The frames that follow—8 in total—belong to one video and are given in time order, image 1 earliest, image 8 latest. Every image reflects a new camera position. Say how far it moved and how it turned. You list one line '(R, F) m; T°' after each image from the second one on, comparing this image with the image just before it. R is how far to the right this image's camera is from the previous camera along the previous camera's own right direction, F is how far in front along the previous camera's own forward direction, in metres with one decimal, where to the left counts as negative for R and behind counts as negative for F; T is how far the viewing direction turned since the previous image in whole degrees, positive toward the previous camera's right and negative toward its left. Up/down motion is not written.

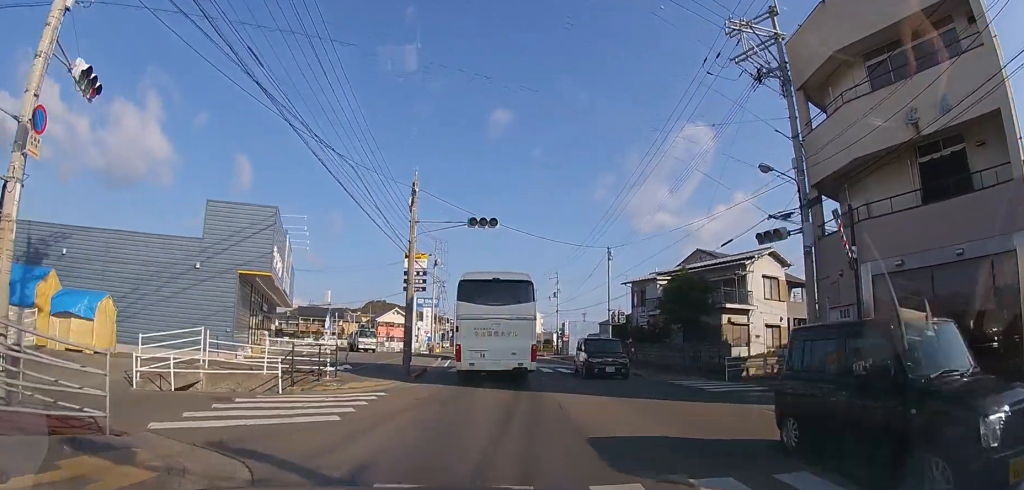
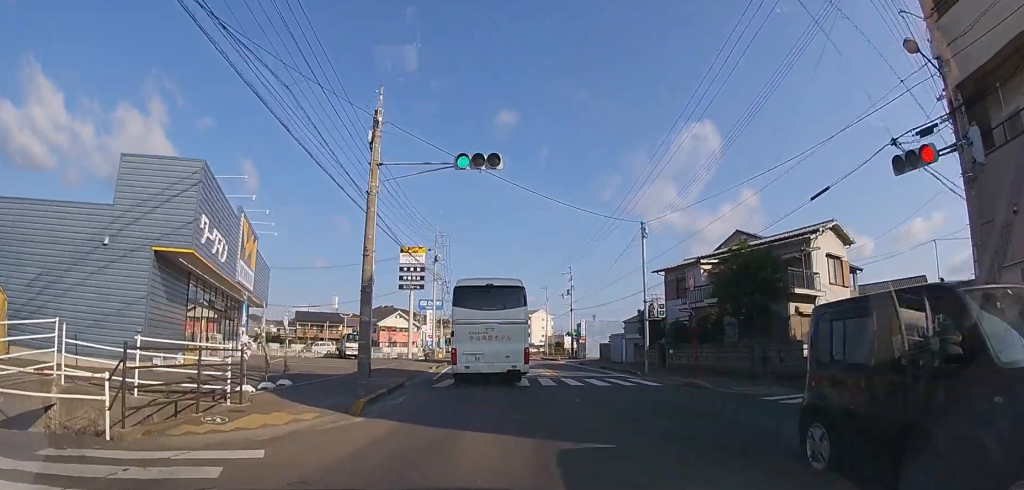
(-0.1, +6.2) m; -2°
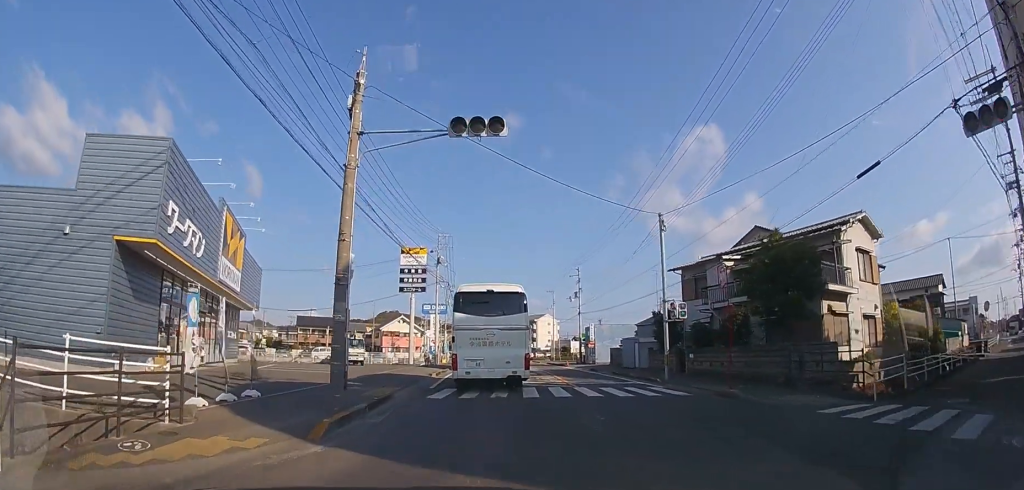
(0.0, +2.3) m; -1°
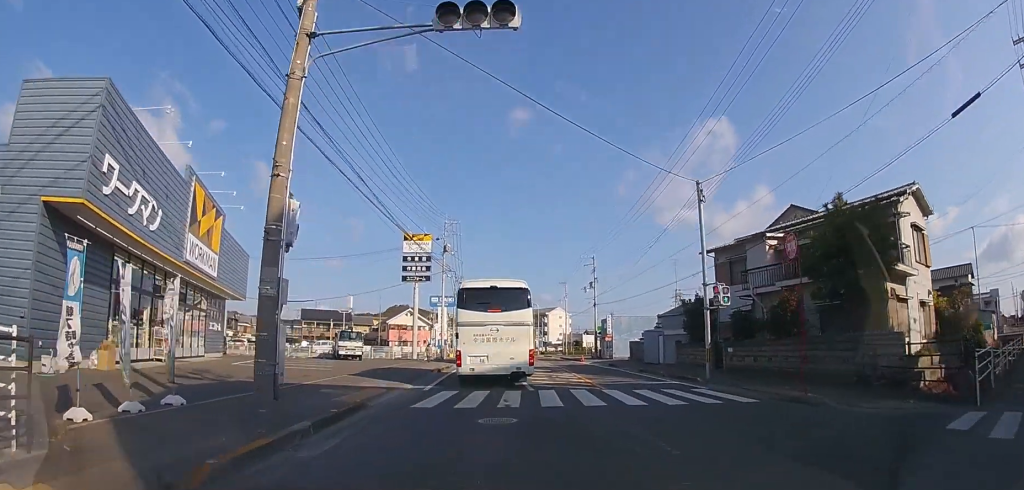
(0.0, +3.2) m; -1°
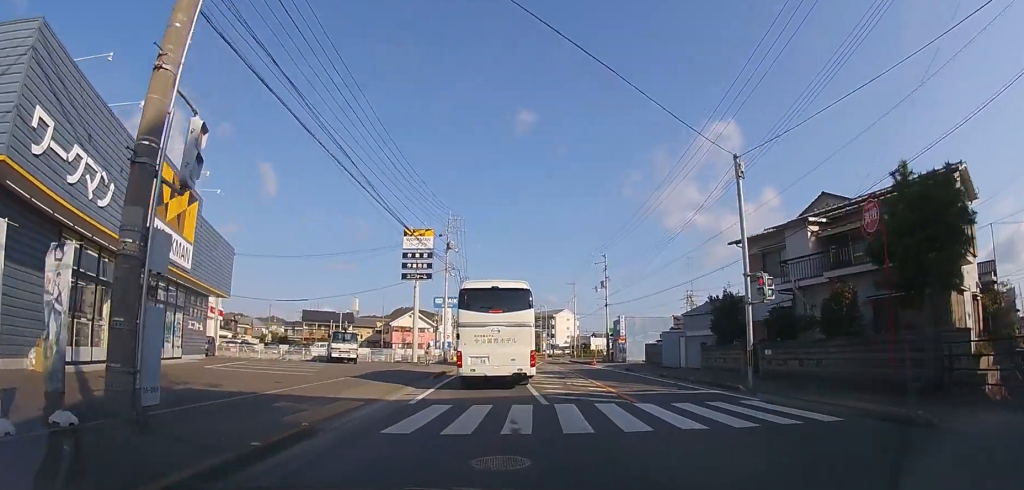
(0.0, +2.8) m; -1°
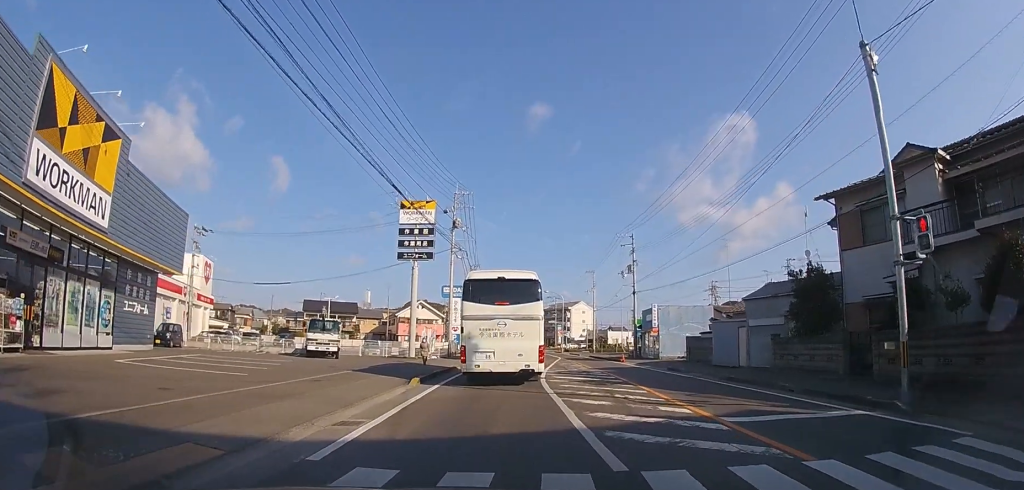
(-0.2, +6.1) m; -2°
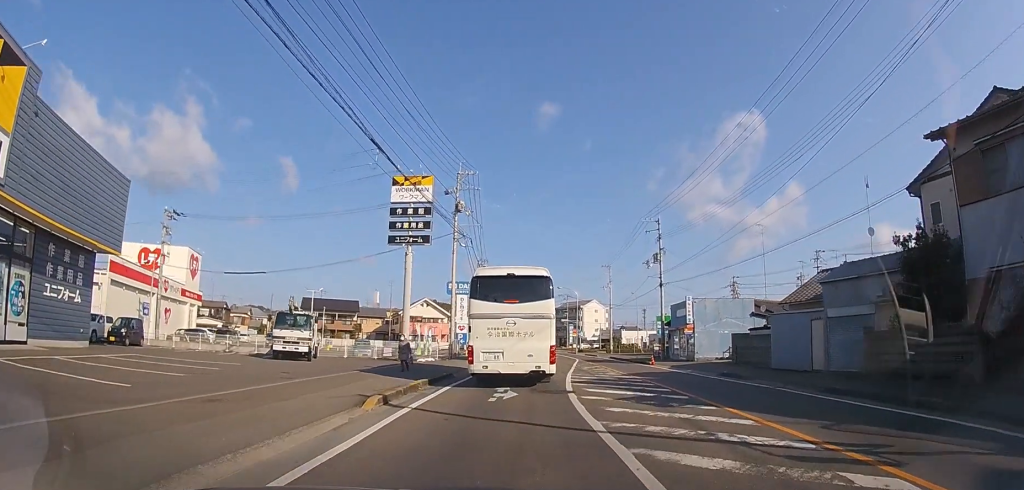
(-0.1, +5.6) m; -1°
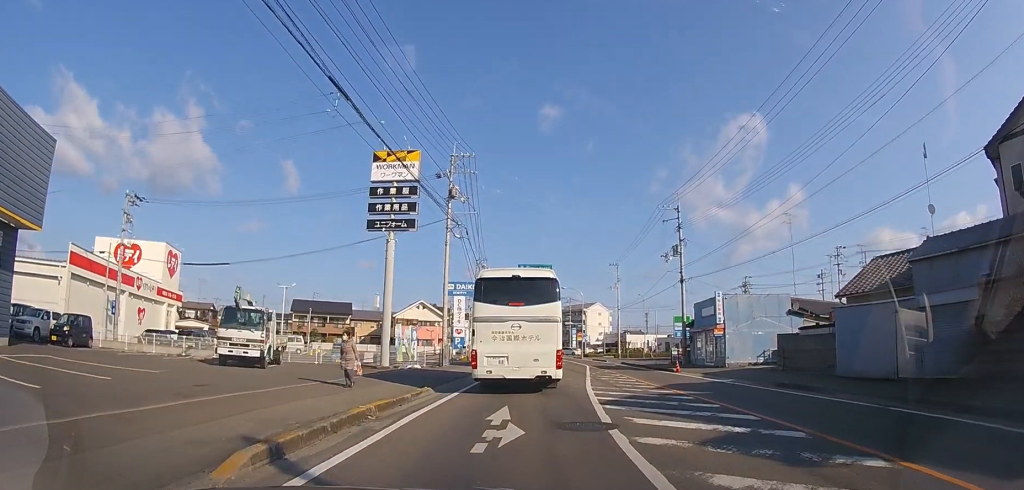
(0.0, +5.2) m; 0°
